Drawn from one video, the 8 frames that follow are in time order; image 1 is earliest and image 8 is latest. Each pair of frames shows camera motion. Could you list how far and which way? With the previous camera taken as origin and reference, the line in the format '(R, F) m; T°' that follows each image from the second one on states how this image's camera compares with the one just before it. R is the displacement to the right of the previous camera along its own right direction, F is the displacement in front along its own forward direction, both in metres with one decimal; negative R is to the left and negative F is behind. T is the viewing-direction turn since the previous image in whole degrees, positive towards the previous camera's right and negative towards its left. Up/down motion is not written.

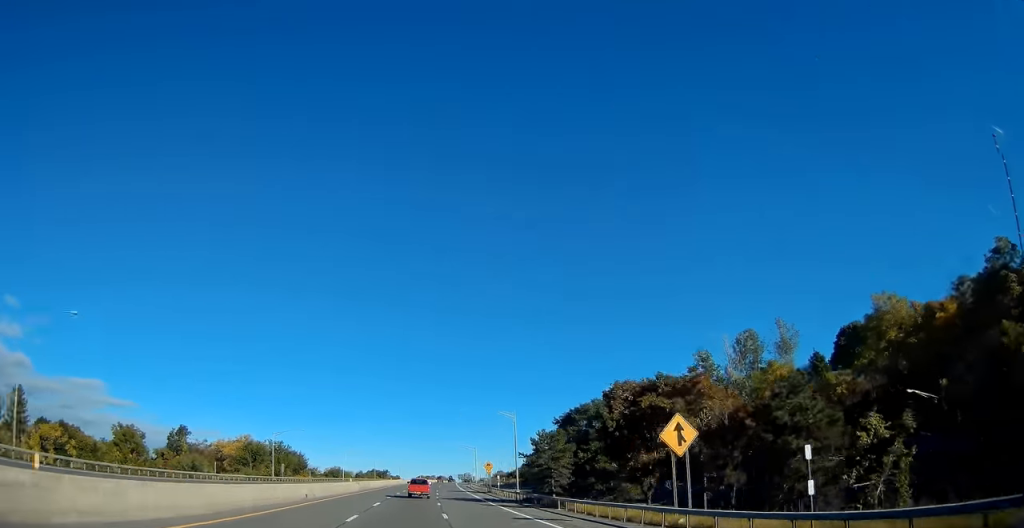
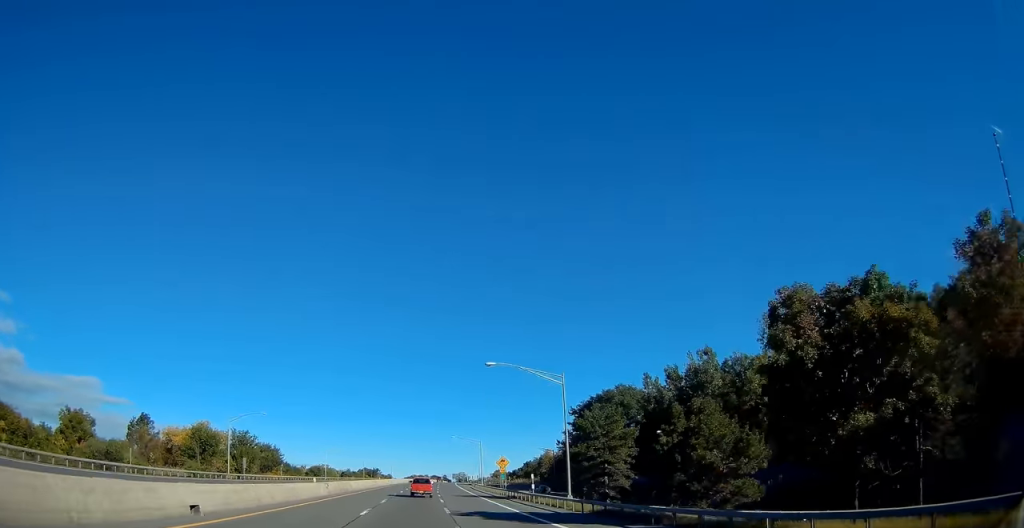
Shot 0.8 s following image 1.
(+0.1, +20.9) m; +1°
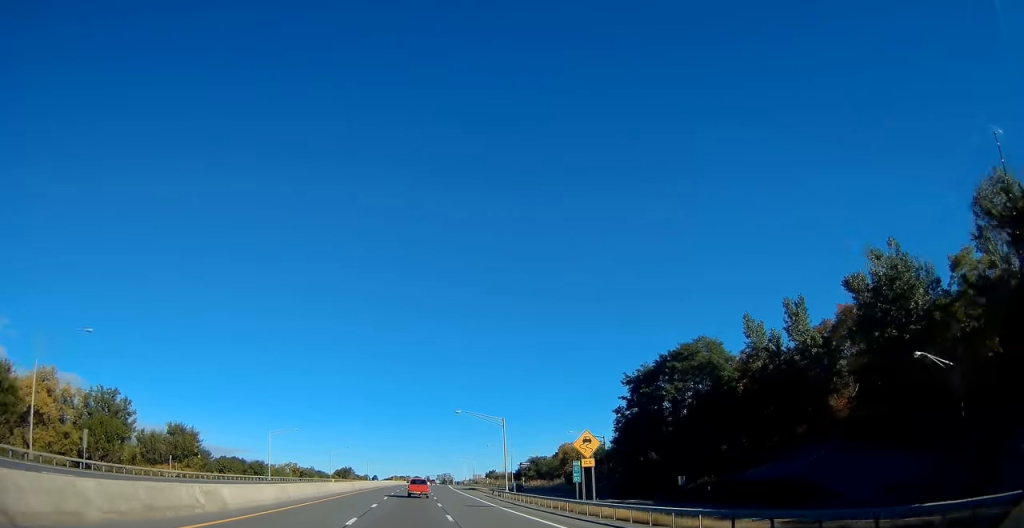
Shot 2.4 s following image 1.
(+0.9, +41.0) m; +2°
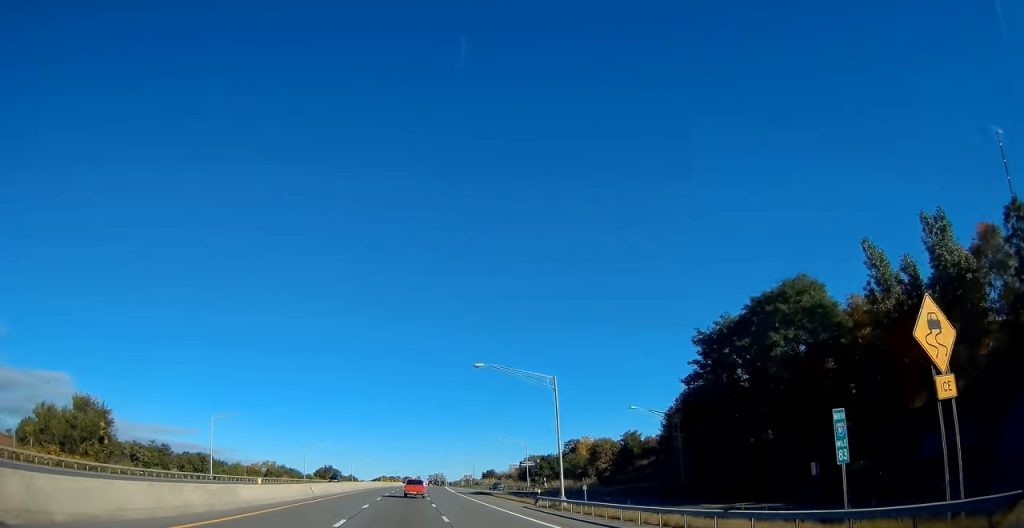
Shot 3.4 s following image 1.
(-0.3, +25.2) m; +1°
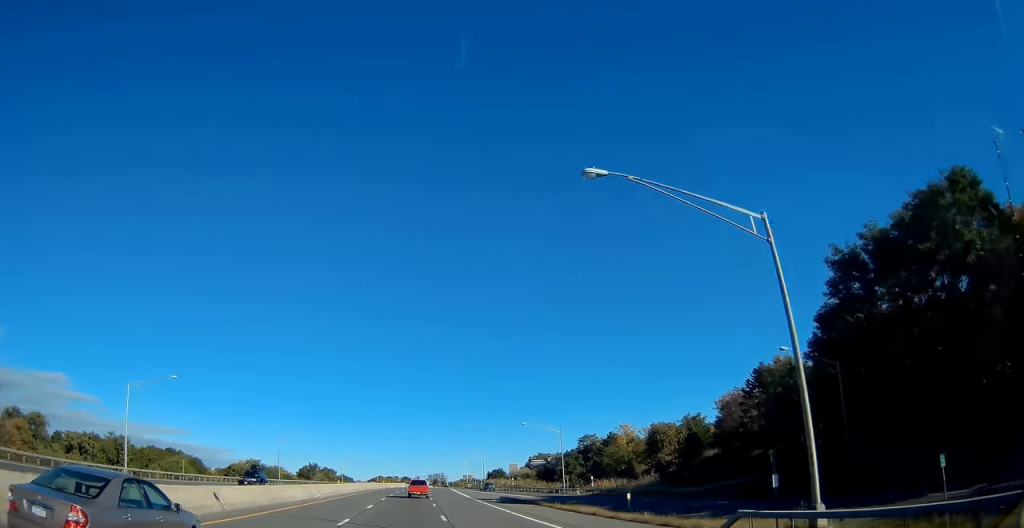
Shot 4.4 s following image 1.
(+0.5, +24.1) m; +1°
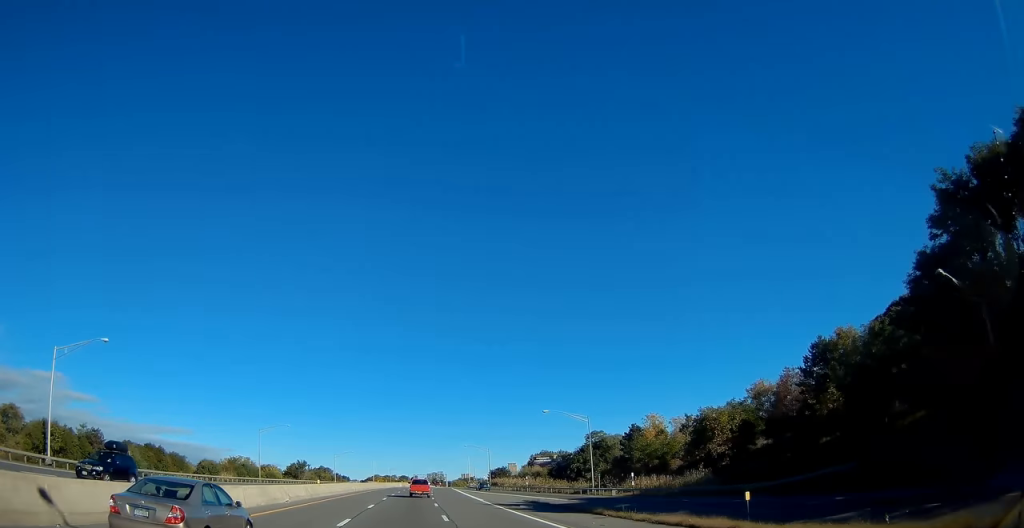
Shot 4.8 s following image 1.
(-0.1, +12.1) m; 0°
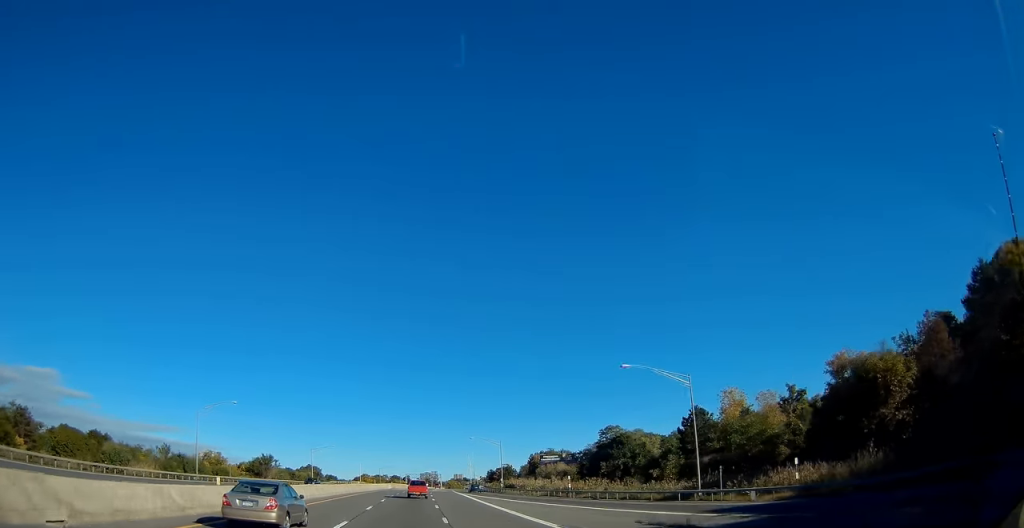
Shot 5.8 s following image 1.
(-0.1, +25.1) m; +1°
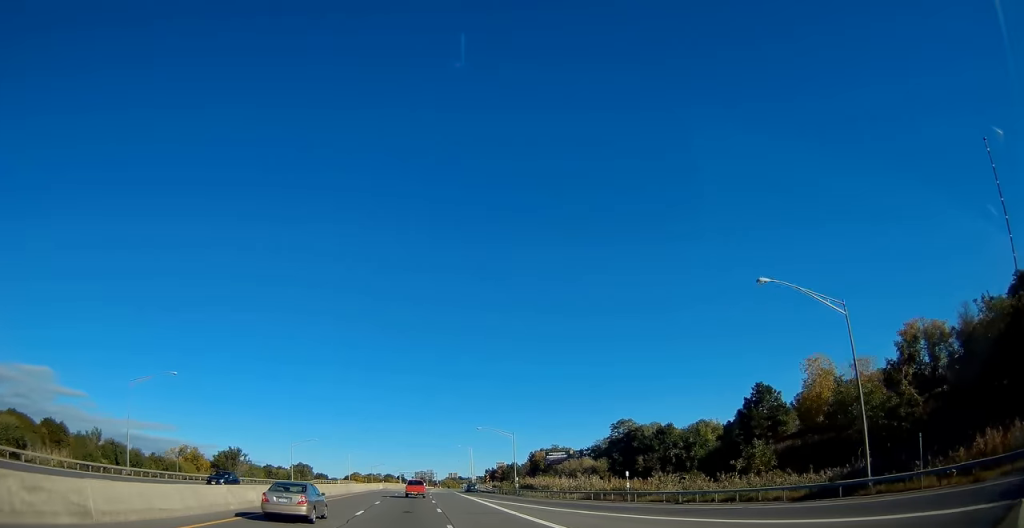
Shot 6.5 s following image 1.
(+0.1, +17.1) m; +1°
